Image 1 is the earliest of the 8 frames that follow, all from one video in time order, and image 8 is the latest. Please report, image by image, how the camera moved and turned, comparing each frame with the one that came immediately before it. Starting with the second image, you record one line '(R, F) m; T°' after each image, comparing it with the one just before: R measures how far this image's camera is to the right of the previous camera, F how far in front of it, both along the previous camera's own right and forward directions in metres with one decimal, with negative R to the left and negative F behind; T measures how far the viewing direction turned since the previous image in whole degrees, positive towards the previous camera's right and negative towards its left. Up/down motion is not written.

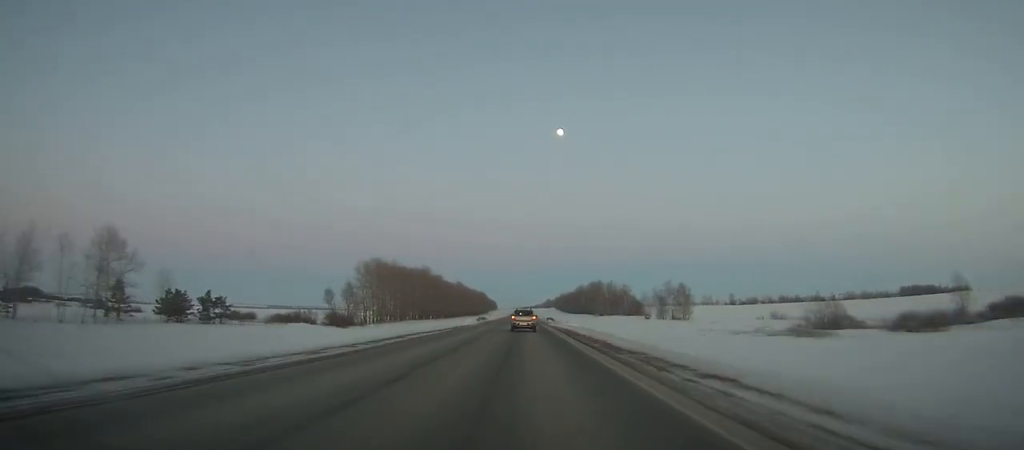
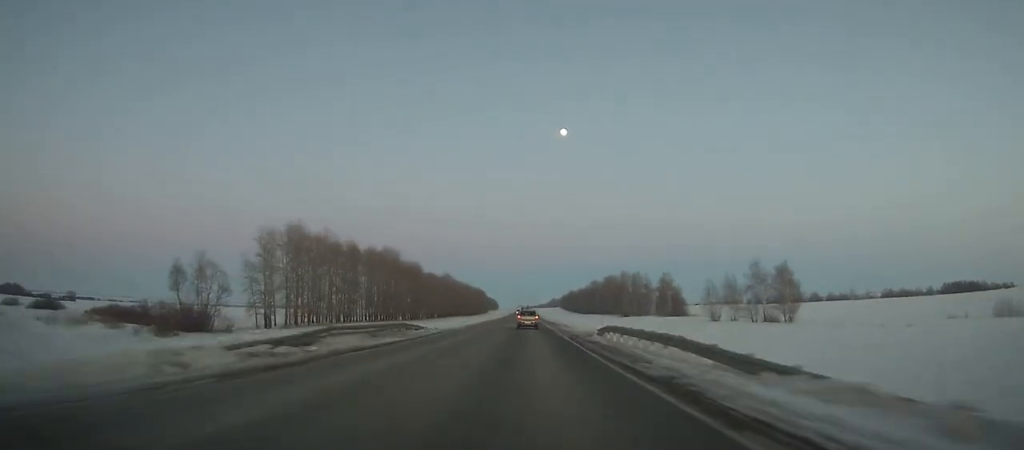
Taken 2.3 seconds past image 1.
(-0.1, +68.8) m; 0°
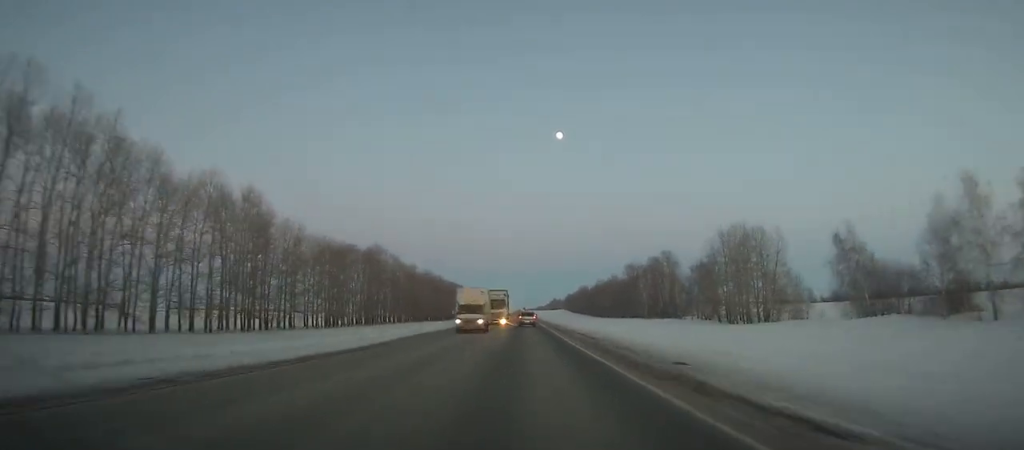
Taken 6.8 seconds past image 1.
(+0.5, +134.7) m; 0°
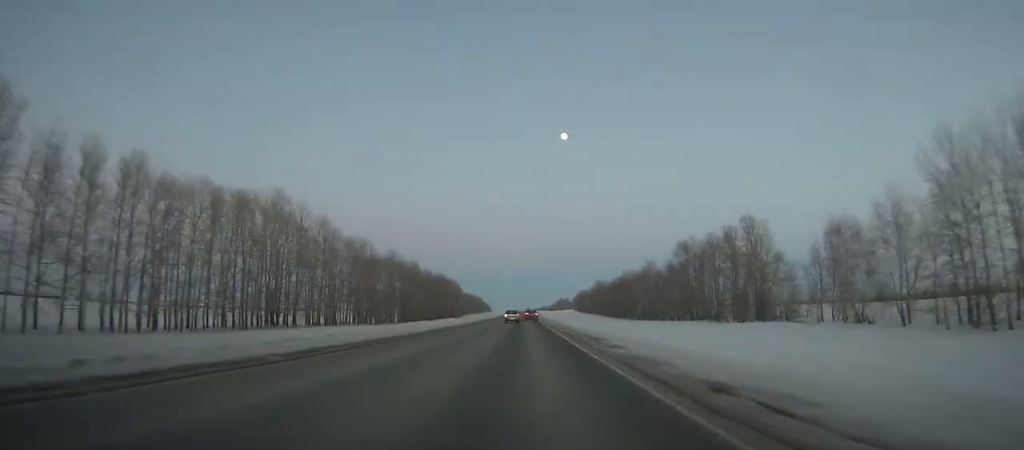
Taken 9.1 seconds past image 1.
(0.0, +68.6) m; 0°
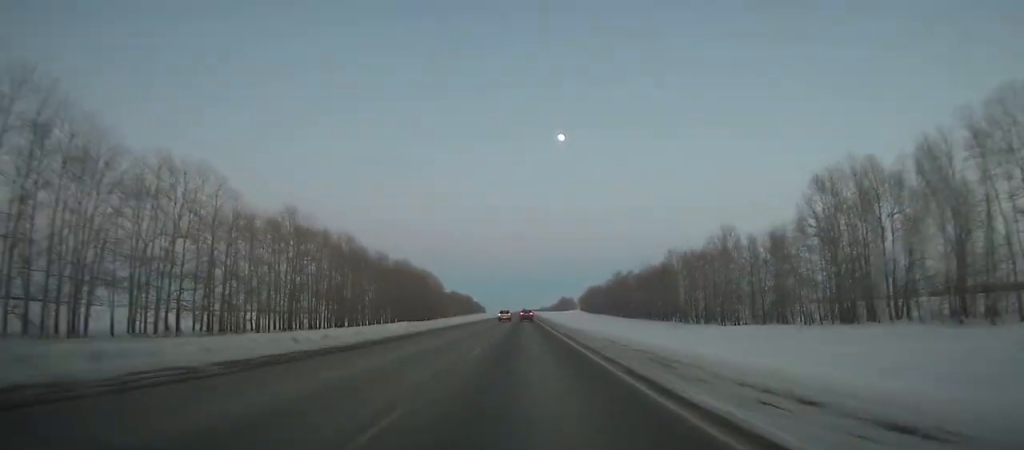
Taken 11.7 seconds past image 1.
(-0.1, +77.2) m; 0°
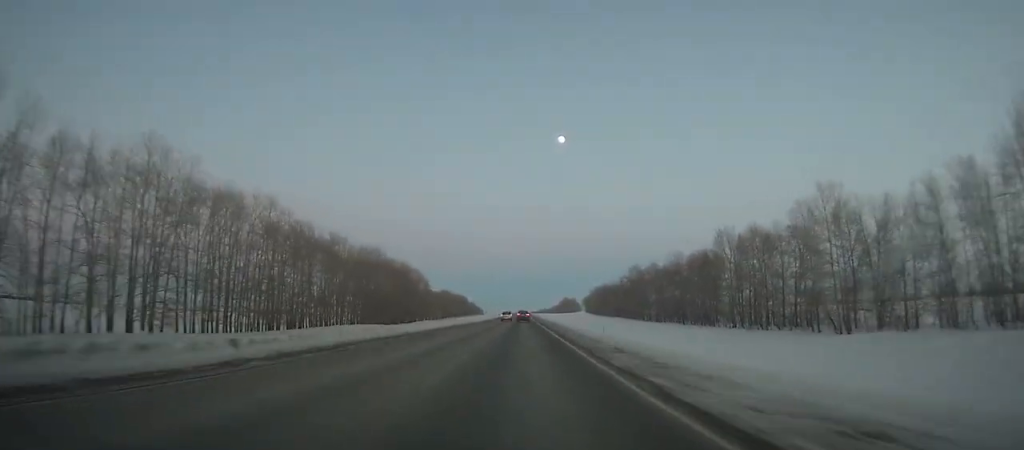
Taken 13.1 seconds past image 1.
(-0.1, +41.4) m; 0°
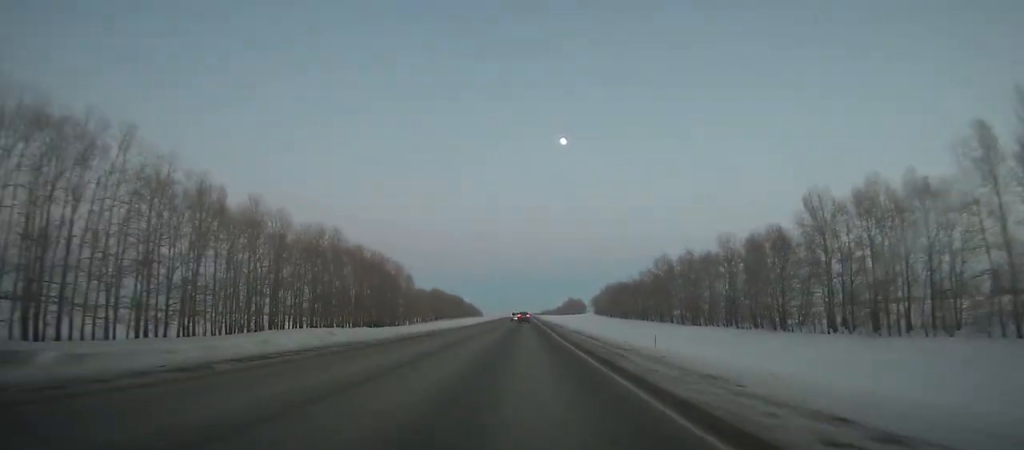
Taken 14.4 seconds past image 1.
(0.0, +38.3) m; 0°
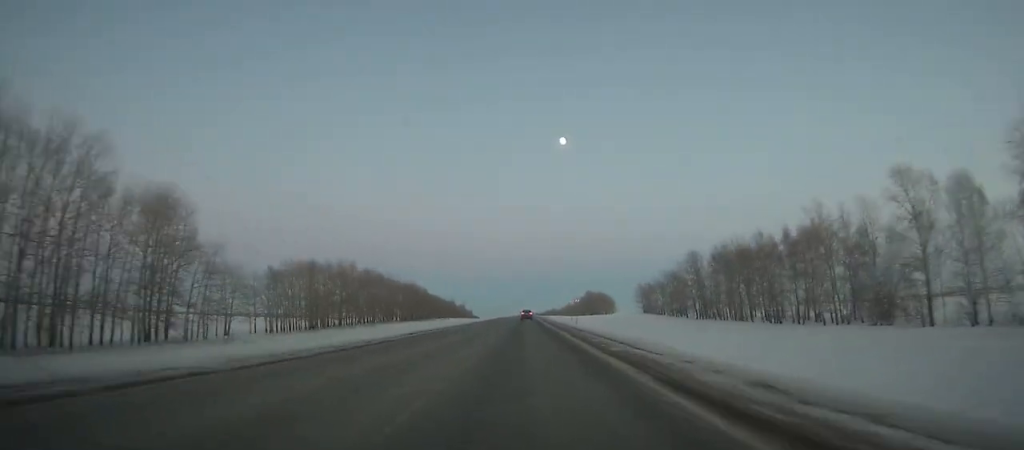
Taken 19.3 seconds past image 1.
(-0.1, +143.9) m; 0°
